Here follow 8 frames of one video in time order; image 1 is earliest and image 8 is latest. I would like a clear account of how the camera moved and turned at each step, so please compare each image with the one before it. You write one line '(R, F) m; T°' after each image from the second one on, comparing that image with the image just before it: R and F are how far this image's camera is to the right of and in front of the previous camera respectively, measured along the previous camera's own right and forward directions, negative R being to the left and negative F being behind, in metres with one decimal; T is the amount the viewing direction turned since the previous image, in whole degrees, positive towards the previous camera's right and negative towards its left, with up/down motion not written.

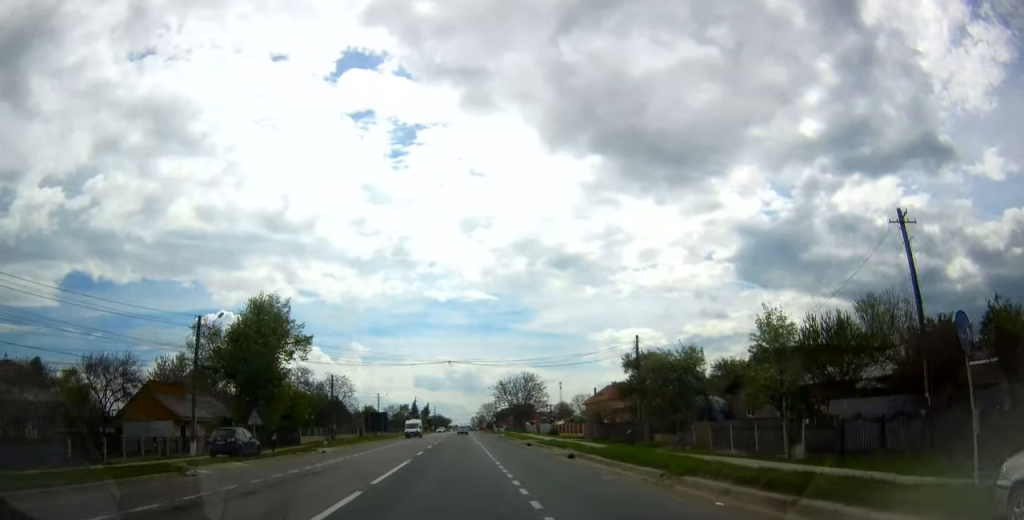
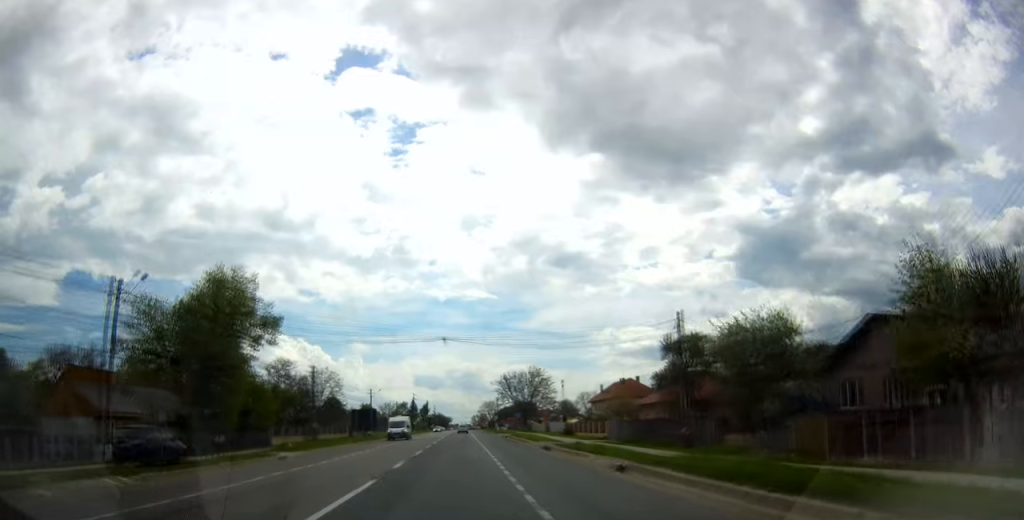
(-0.4, +9.5) m; -1°
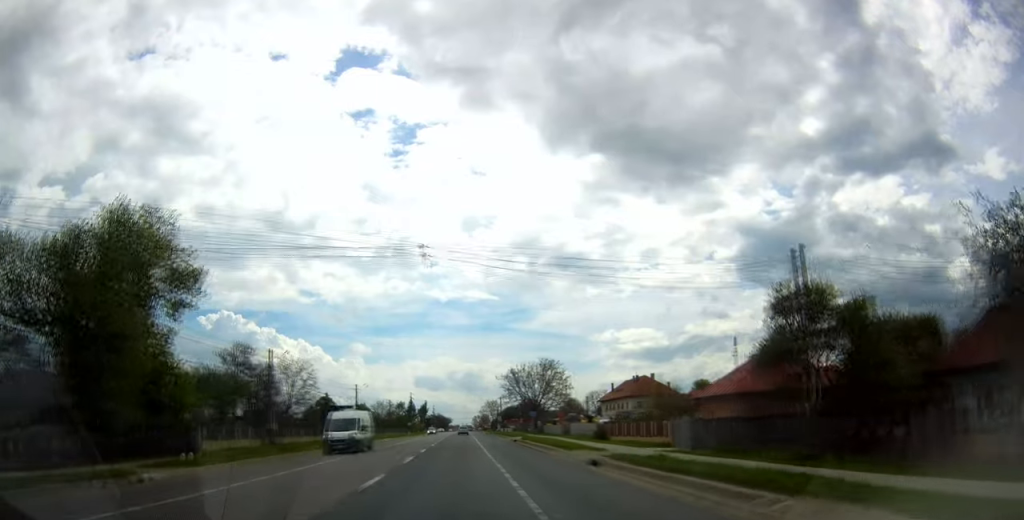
(-0.3, +14.4) m; -1°
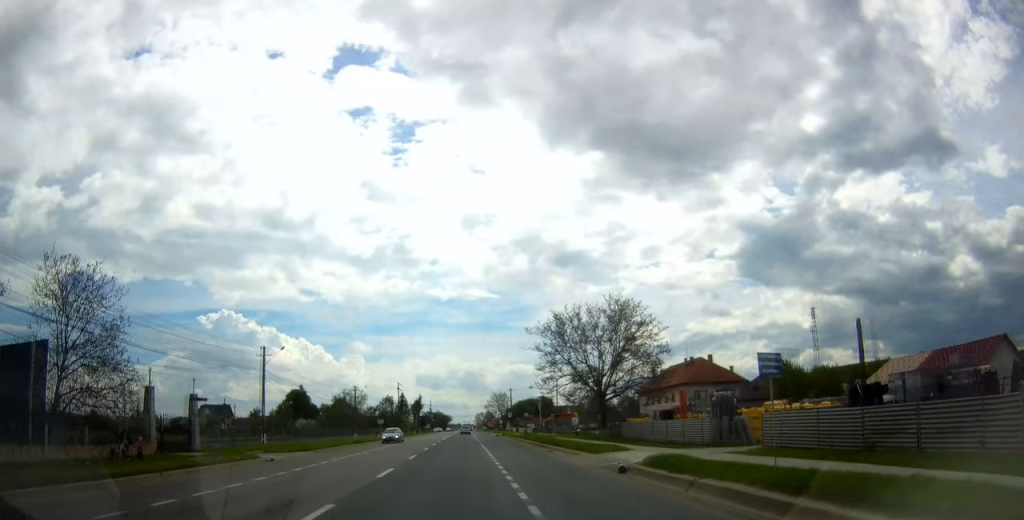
(+0.7, +41.3) m; +2°
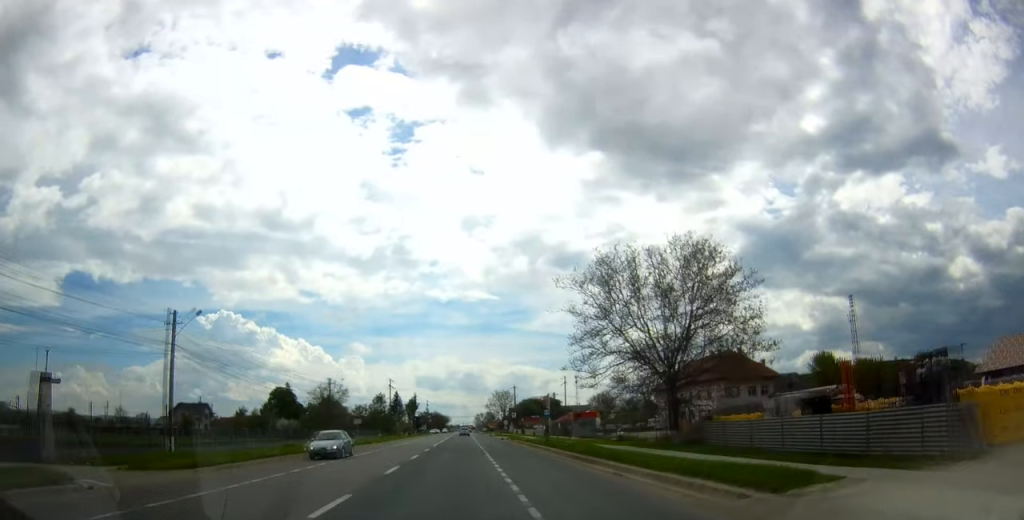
(0.0, +15.7) m; 0°
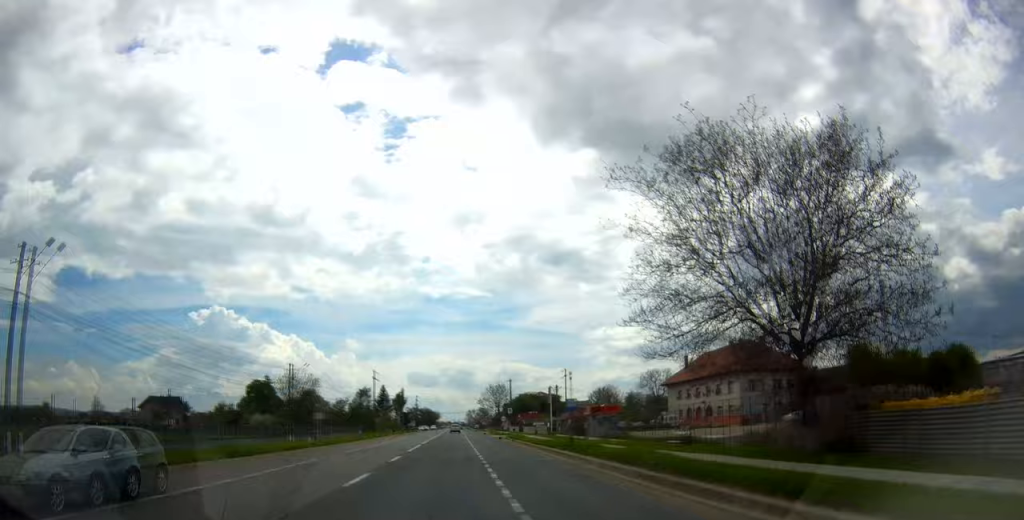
(0.0, +12.9) m; 0°
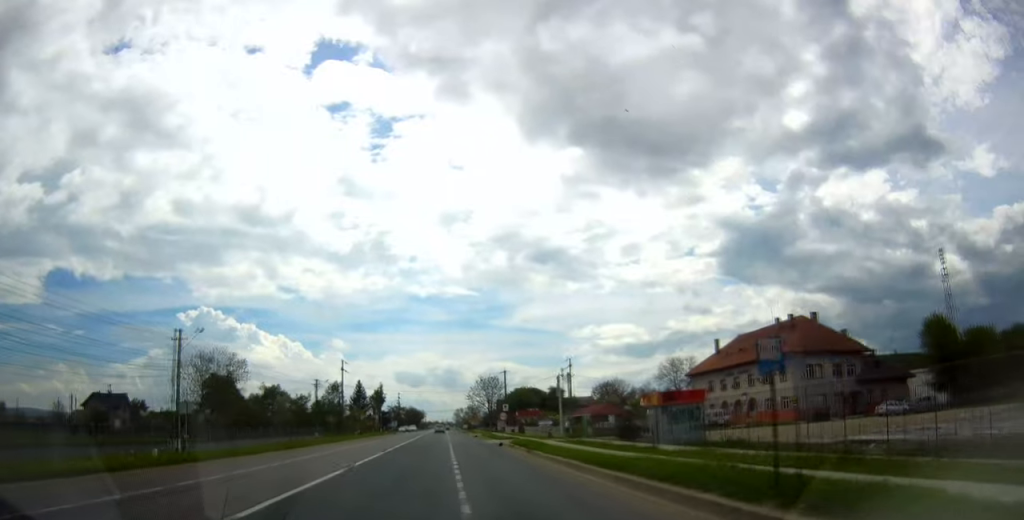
(+0.3, +22.2) m; 0°
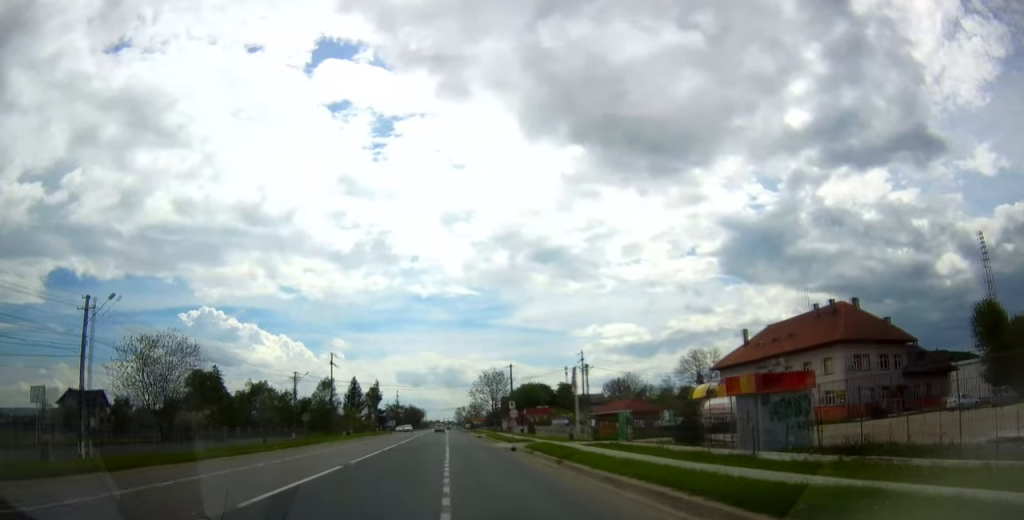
(0.0, +10.7) m; 0°
